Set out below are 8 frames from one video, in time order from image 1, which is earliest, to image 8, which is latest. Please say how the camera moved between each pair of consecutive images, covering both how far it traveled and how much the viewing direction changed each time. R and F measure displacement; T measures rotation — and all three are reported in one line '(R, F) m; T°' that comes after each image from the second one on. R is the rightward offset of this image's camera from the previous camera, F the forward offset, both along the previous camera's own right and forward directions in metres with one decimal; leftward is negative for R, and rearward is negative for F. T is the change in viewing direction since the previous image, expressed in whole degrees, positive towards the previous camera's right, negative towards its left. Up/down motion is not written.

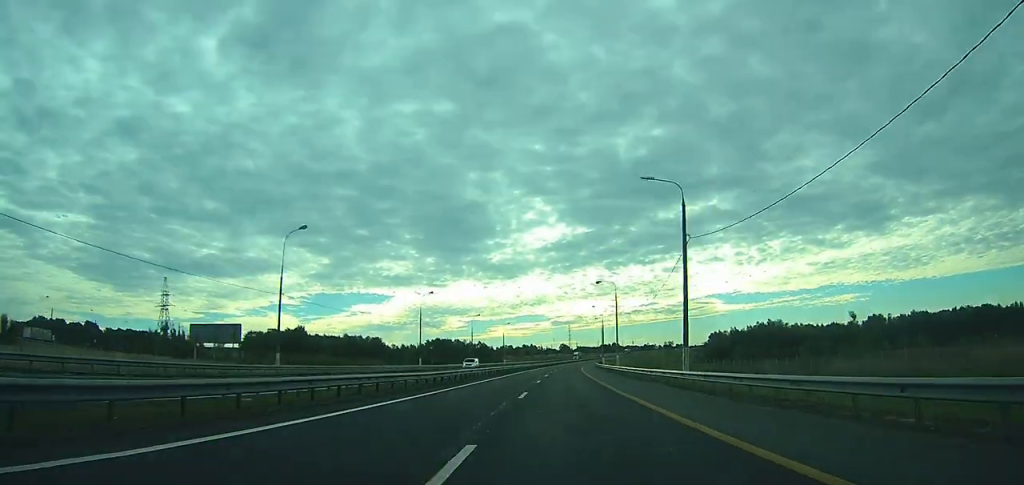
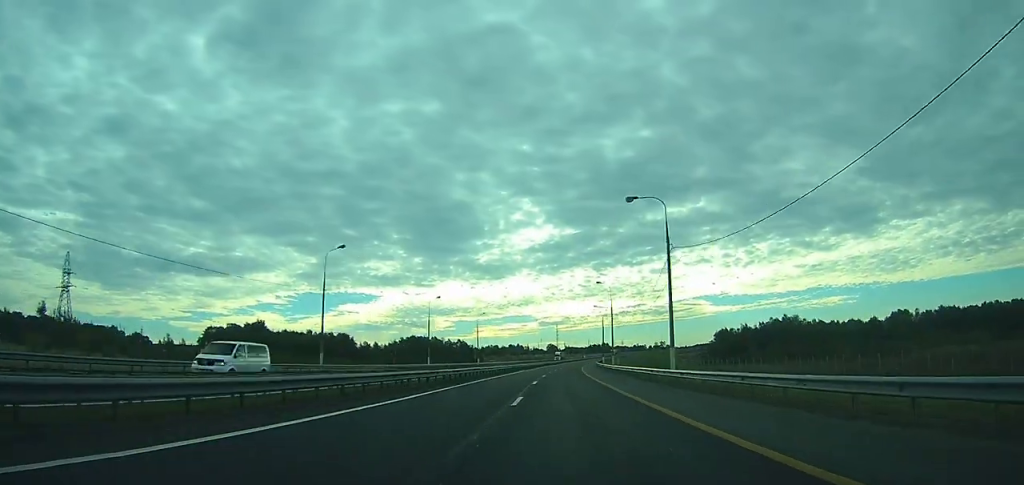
(+0.5, +37.4) m; +1°
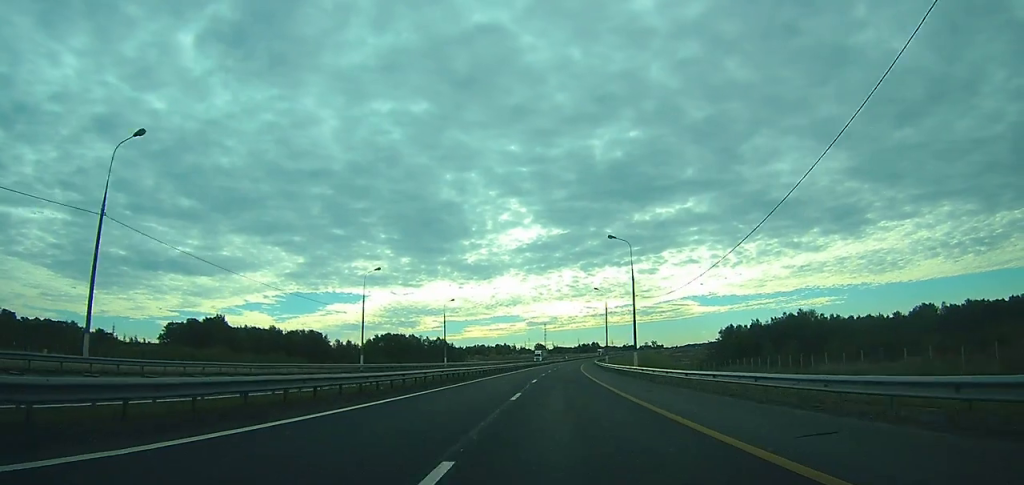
(0.0, +30.9) m; +1°
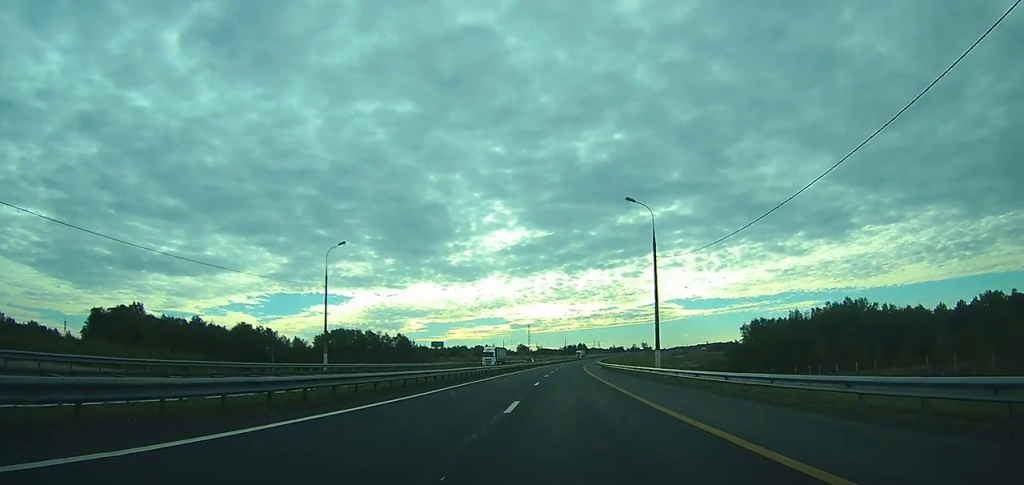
(+1.0, +55.2) m; +2°
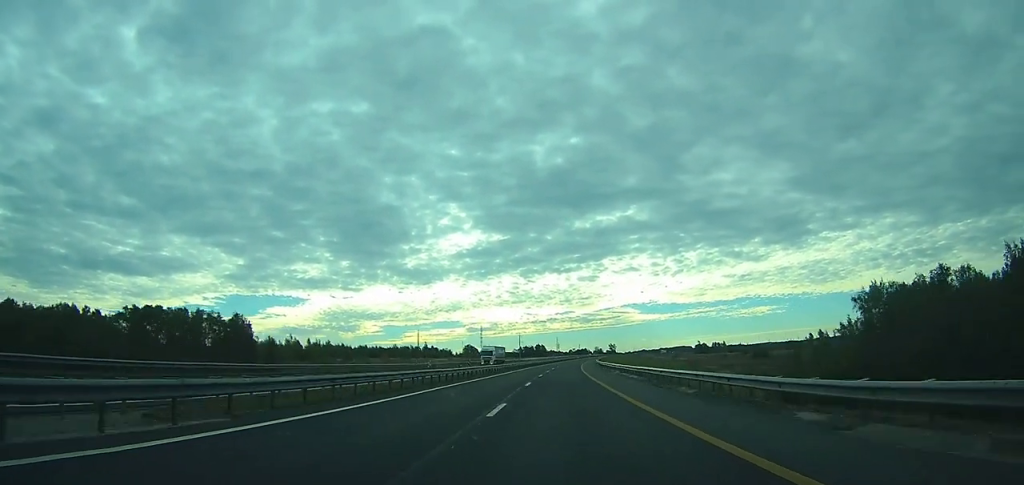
(+4.9, +111.7) m; +4°
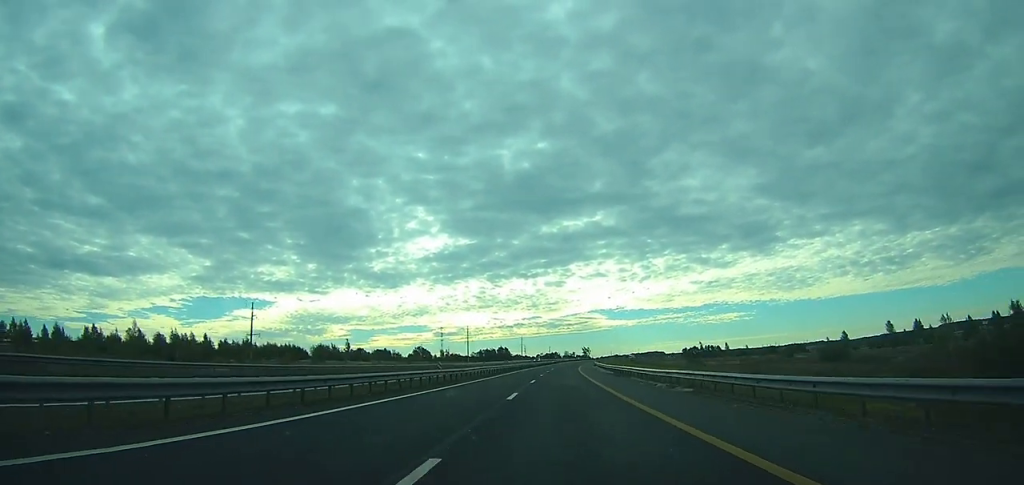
(+2.1, +86.8) m; +3°
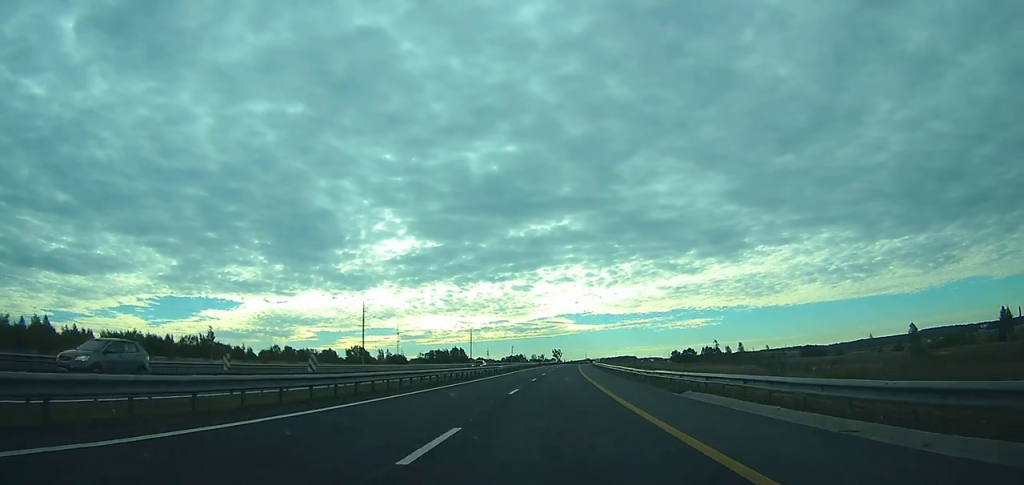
(+2.3, +96.0) m; +3°
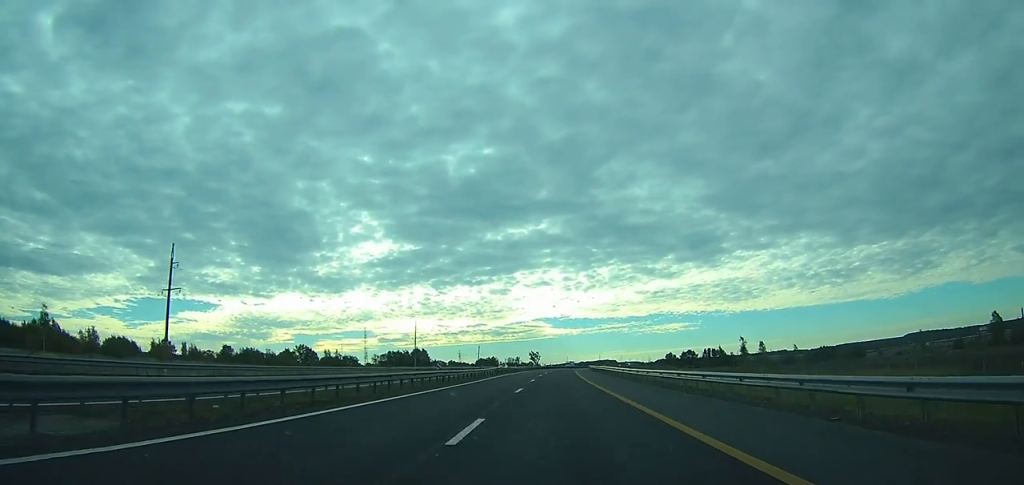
(+1.2, +63.5) m; +2°
